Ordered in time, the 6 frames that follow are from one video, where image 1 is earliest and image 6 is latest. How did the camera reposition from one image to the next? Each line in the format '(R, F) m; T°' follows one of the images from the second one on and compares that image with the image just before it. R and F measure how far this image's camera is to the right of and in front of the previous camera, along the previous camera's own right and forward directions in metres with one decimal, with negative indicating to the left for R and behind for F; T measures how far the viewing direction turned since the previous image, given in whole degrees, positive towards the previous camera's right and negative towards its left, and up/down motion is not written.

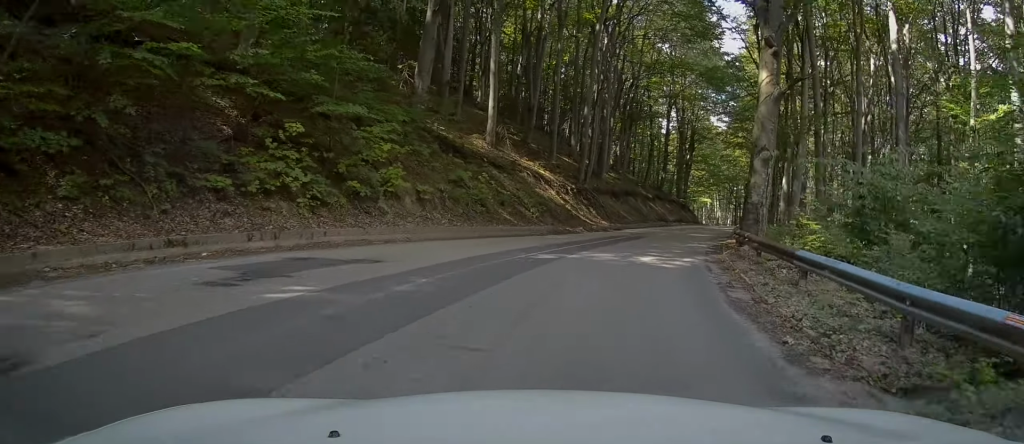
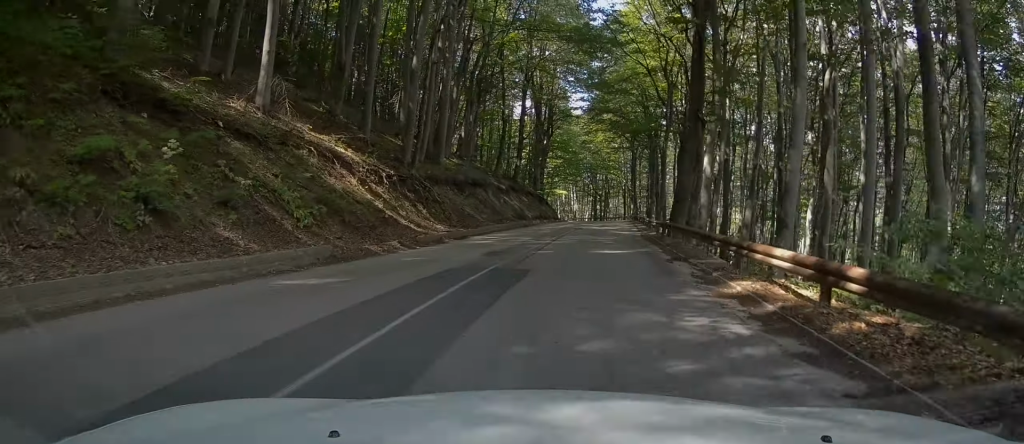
(+1.5, +13.4) m; +6°
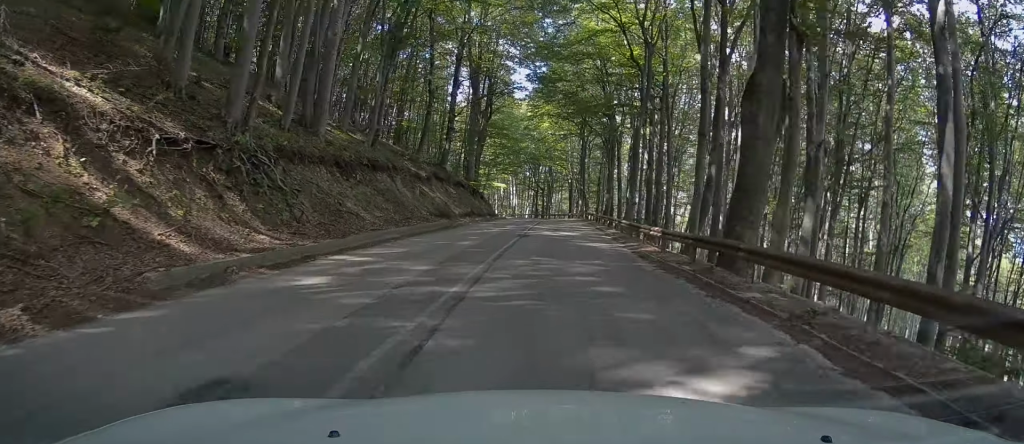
(0.0, +11.1) m; +8°
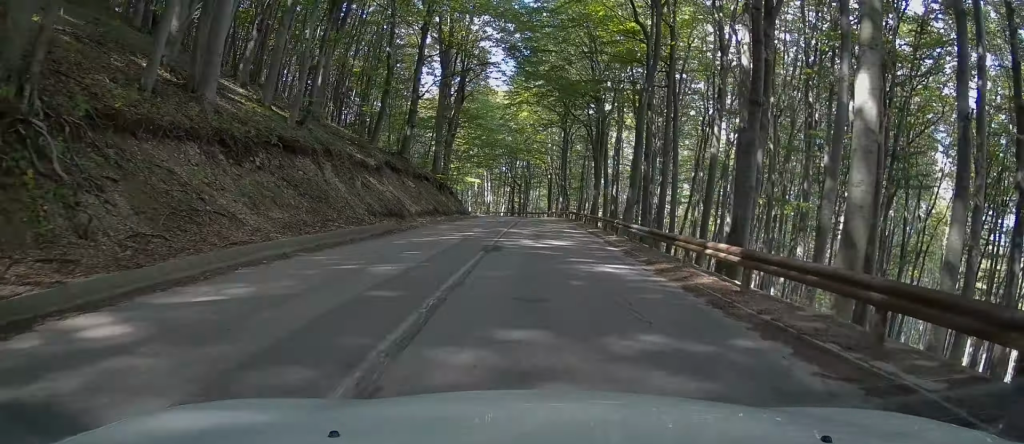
(+0.3, +6.7) m; +7°
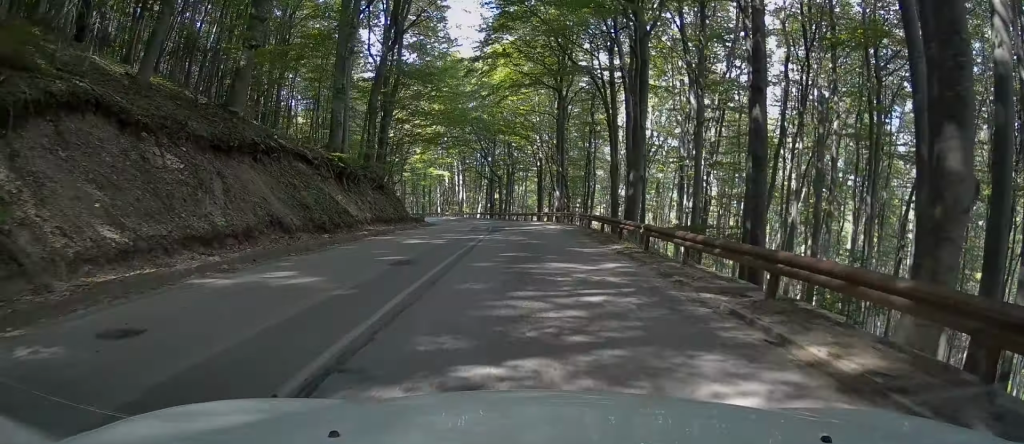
(+3.9, +21.4) m; +16°
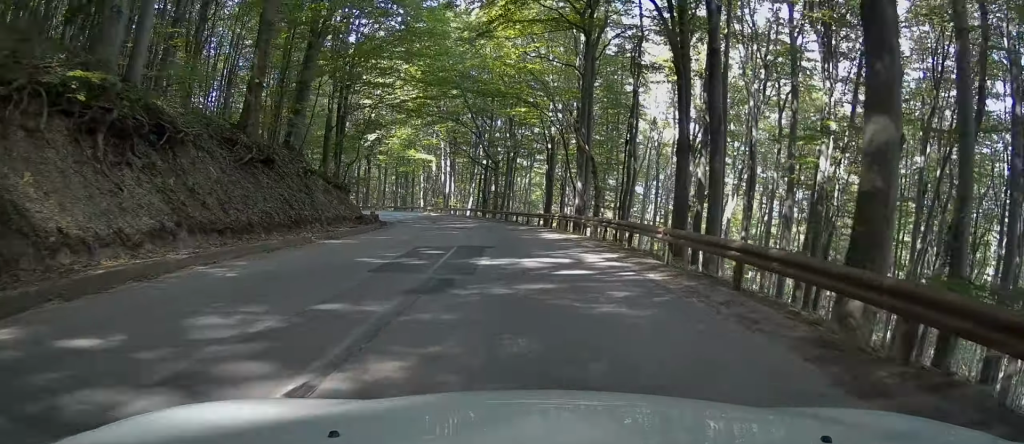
(+0.1, +18.0) m; -4°
